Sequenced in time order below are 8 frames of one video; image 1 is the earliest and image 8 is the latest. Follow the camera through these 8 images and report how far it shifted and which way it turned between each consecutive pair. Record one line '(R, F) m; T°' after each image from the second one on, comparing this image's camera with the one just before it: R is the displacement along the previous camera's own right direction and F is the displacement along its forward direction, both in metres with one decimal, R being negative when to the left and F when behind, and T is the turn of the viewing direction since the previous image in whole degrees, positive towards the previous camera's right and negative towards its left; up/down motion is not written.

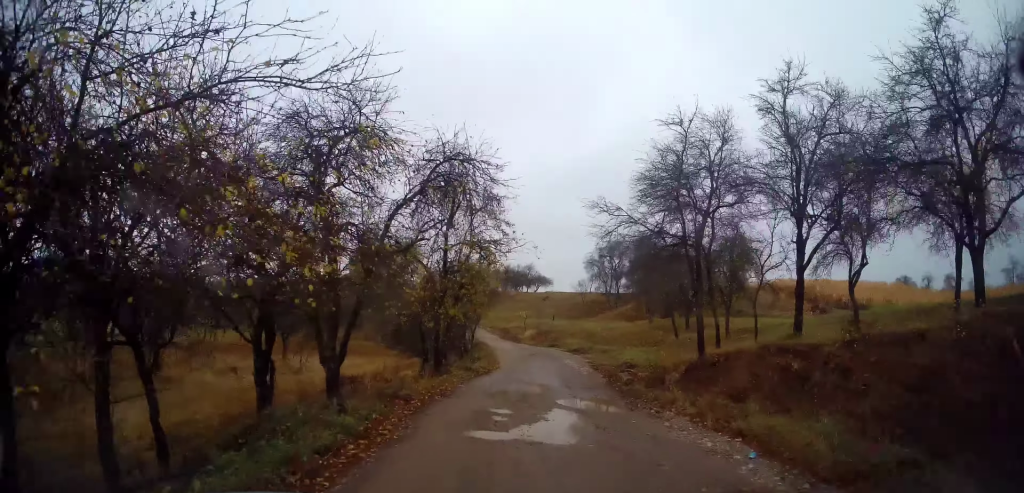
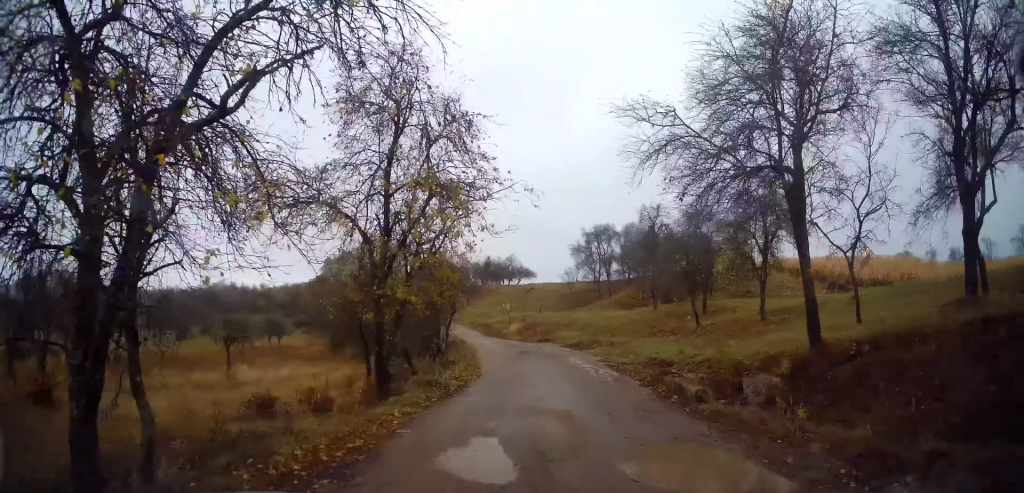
(0.0, +7.0) m; 0°
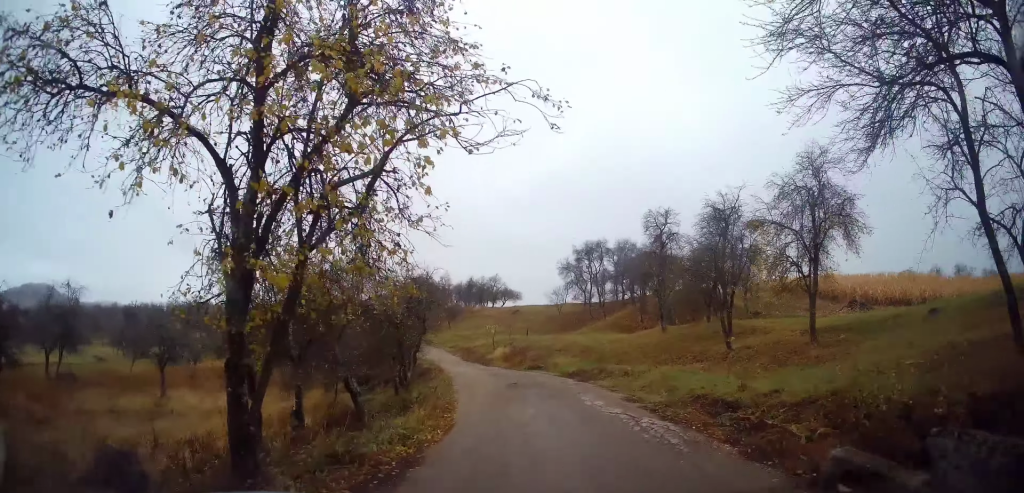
(0.0, +6.0) m; 0°
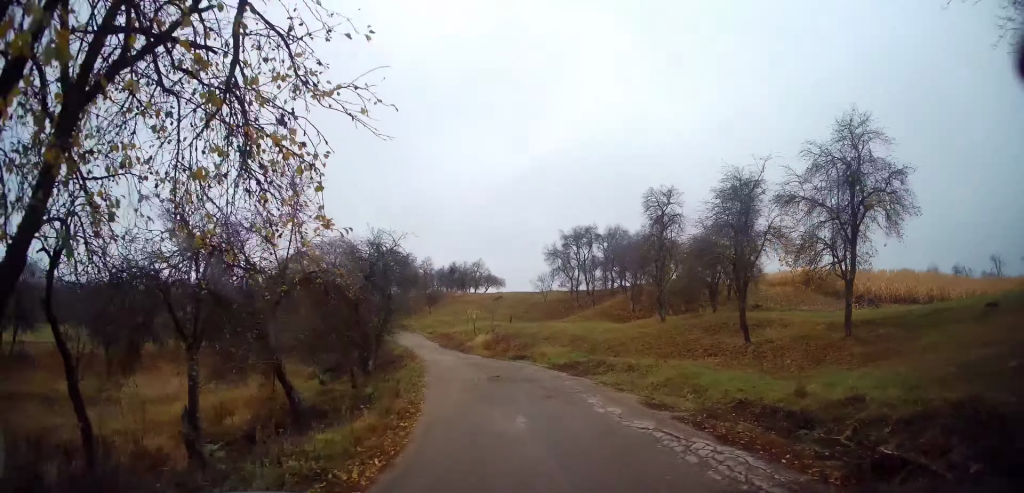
(0.0, +3.5) m; 0°
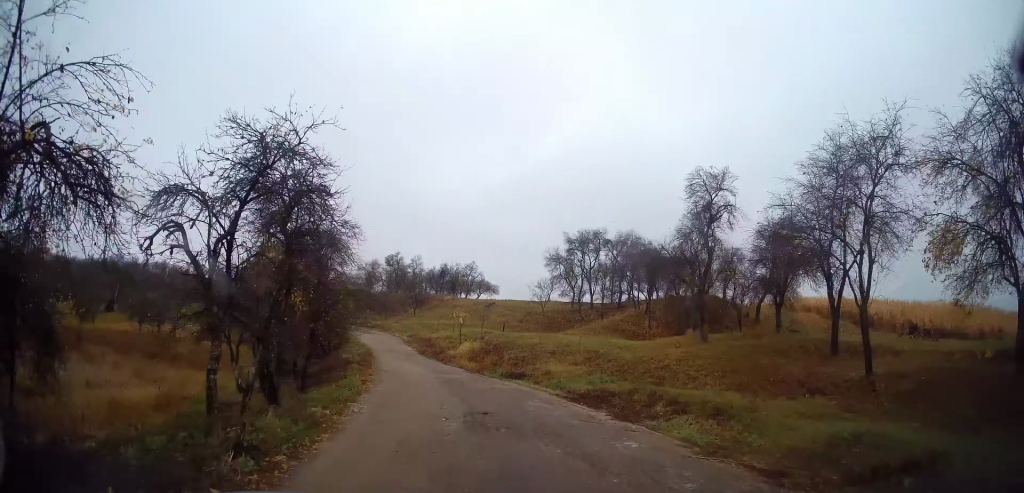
(0.0, +7.1) m; 0°
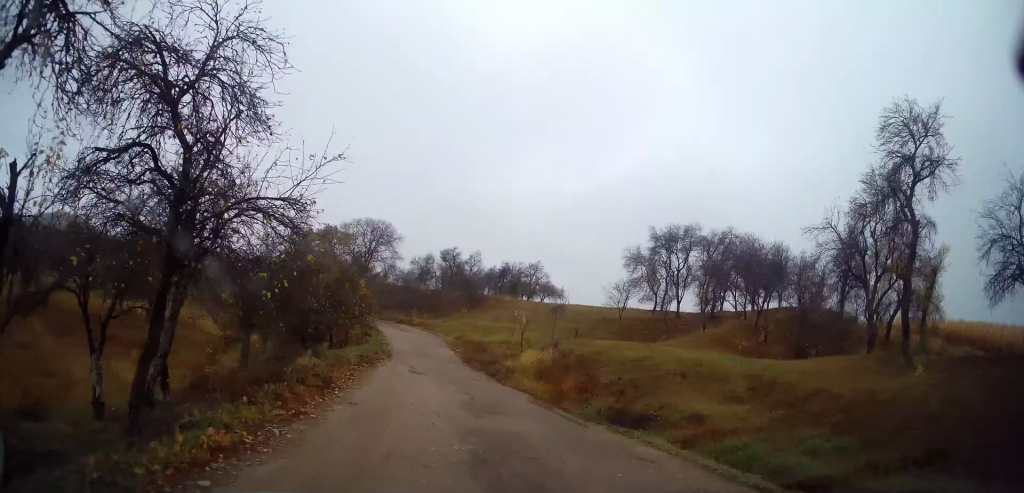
(0.0, +9.4) m; 0°
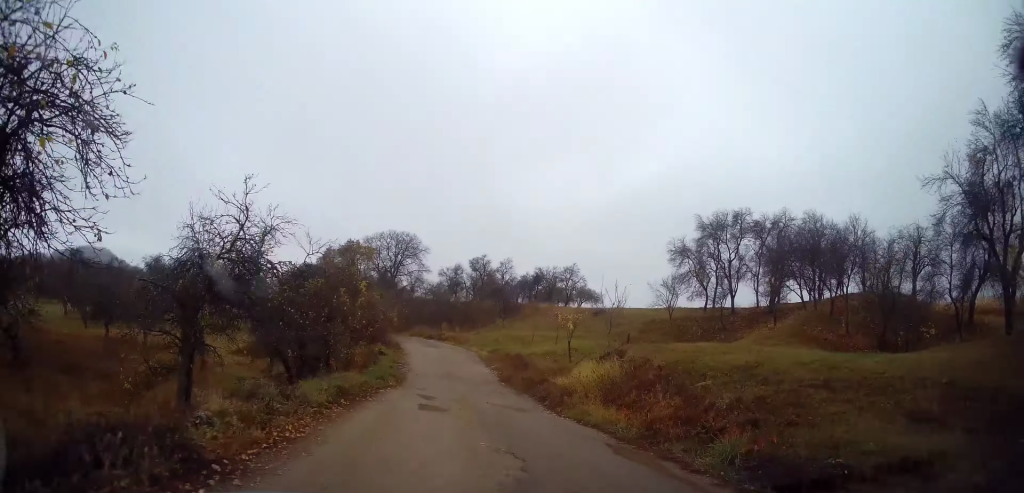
(0.0, +4.6) m; -2°
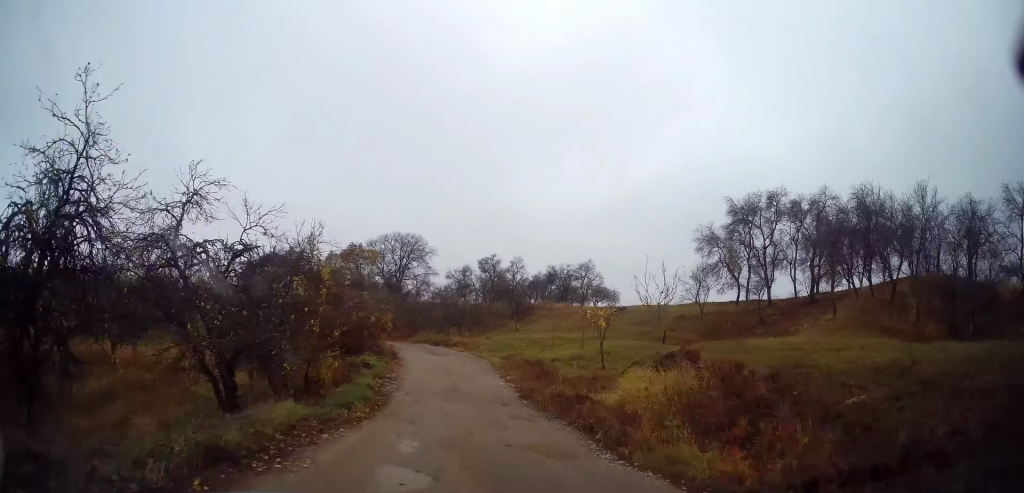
(-0.2, +4.2) m; -3°
